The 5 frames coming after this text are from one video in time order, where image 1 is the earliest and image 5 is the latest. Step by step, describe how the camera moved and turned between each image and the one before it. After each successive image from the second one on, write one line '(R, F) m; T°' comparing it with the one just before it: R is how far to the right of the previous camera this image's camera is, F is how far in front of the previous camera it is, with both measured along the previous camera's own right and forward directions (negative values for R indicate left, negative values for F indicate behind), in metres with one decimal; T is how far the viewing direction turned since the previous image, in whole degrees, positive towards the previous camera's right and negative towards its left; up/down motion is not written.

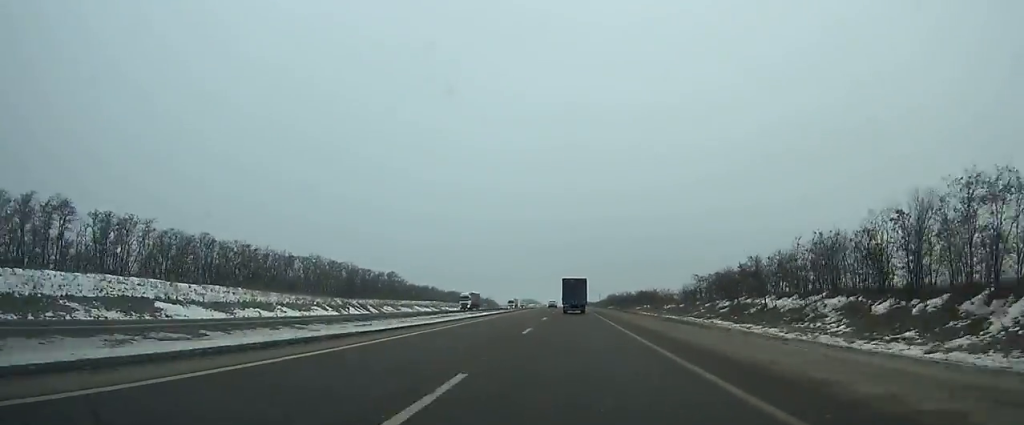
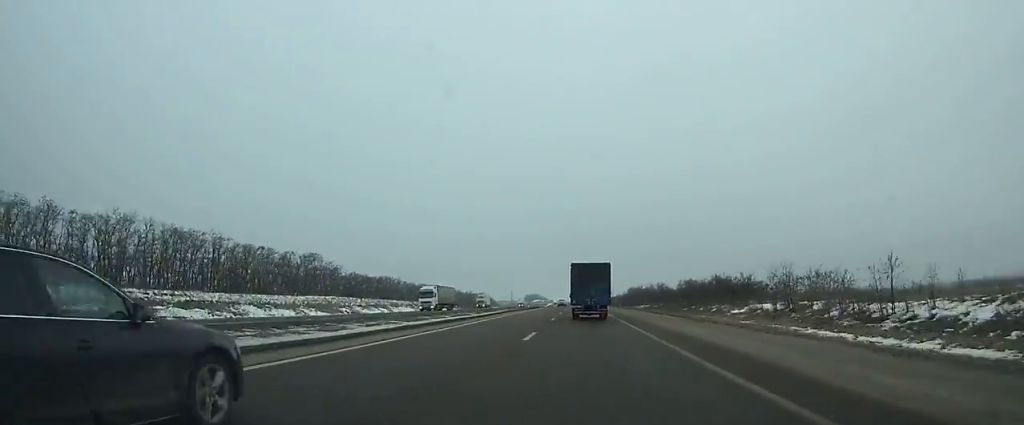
(+1.4, +84.9) m; 0°
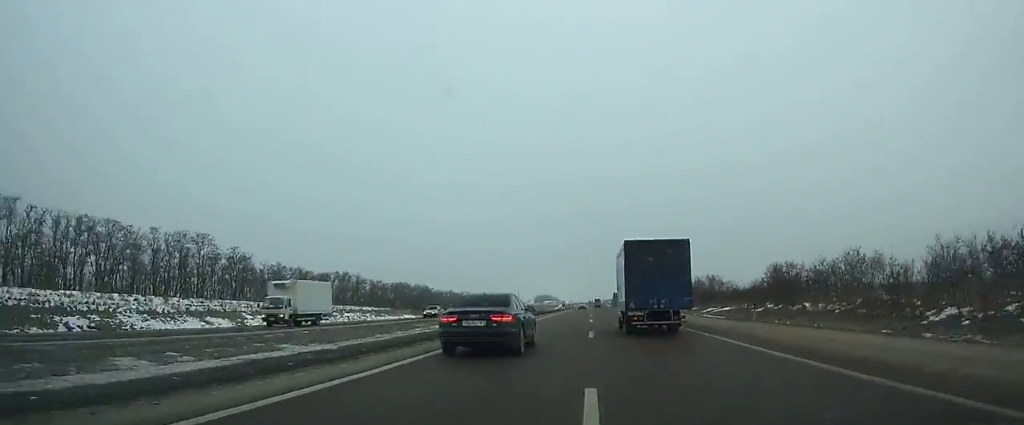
(-0.7, +62.4) m; 0°
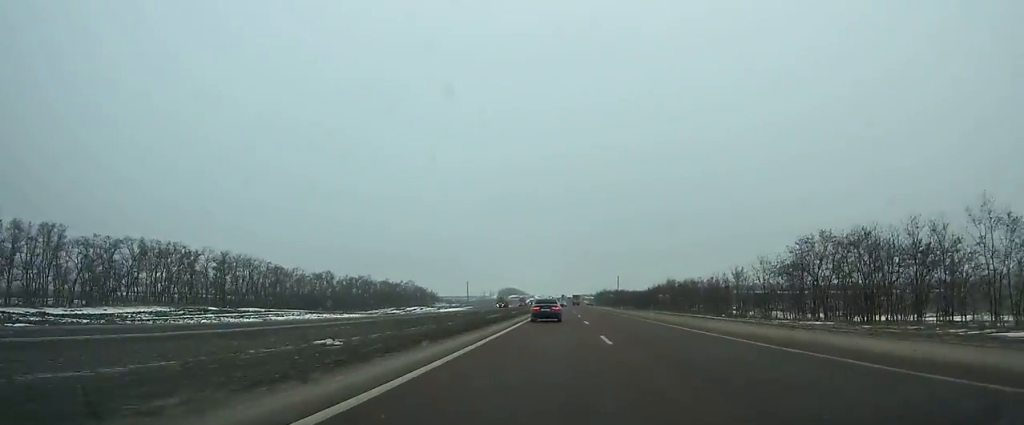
(+2.1, +131.2) m; +2°
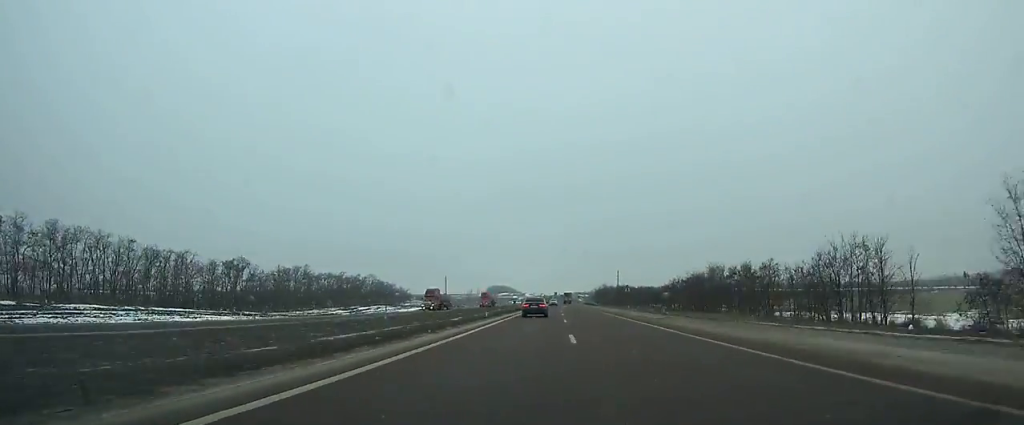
(+0.2, +47.0) m; 0°
